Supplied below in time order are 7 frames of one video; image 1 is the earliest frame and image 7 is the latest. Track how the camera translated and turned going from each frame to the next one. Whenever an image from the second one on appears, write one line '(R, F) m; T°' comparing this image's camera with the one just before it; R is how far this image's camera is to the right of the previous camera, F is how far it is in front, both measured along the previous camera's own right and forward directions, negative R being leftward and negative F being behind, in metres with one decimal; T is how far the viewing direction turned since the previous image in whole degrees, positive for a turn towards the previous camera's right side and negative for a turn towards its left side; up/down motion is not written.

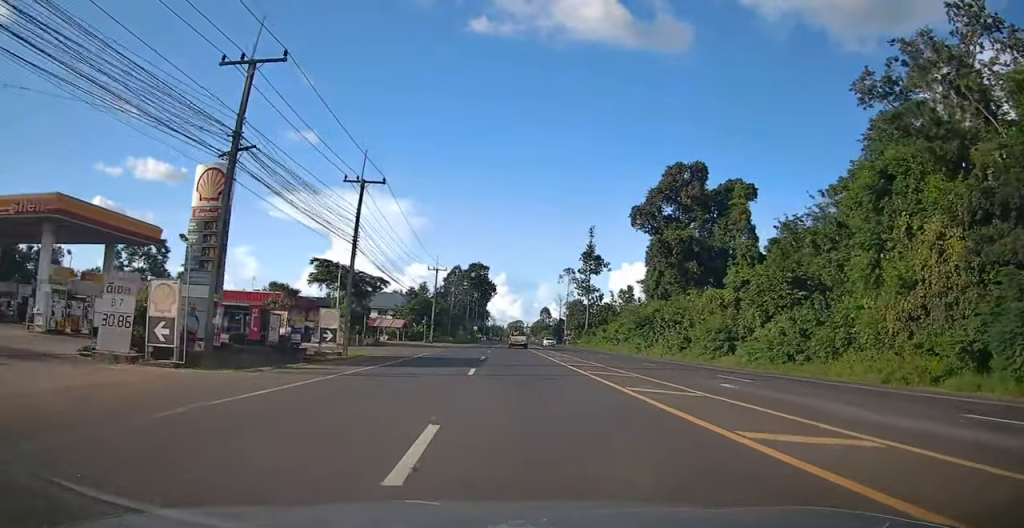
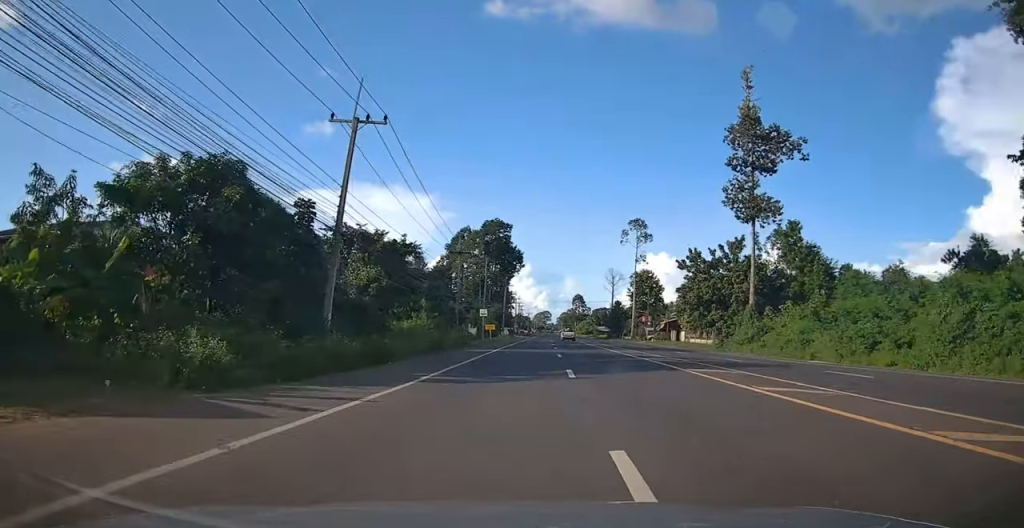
(-3.3, +74.2) m; -1°
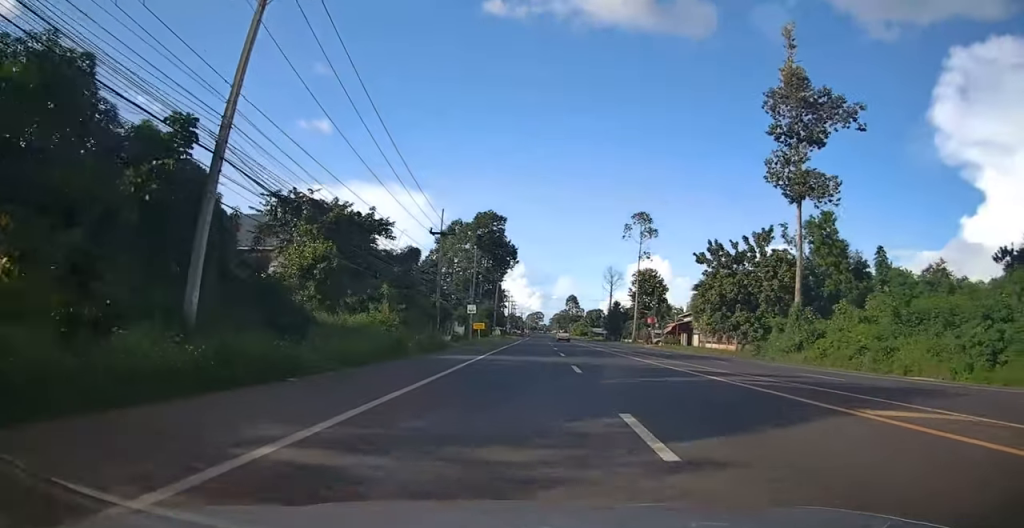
(+0.3, +9.5) m; +1°
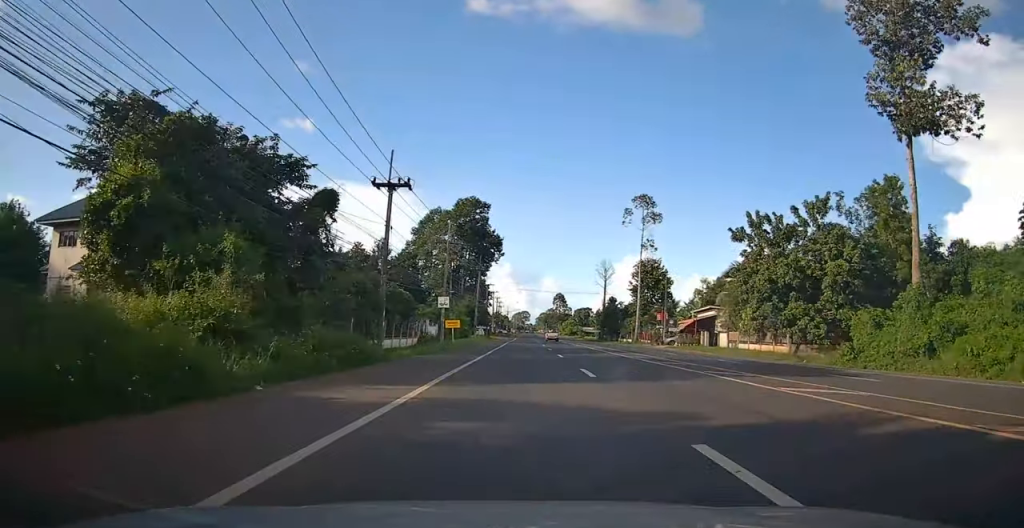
(+0.2, +14.5) m; +1°
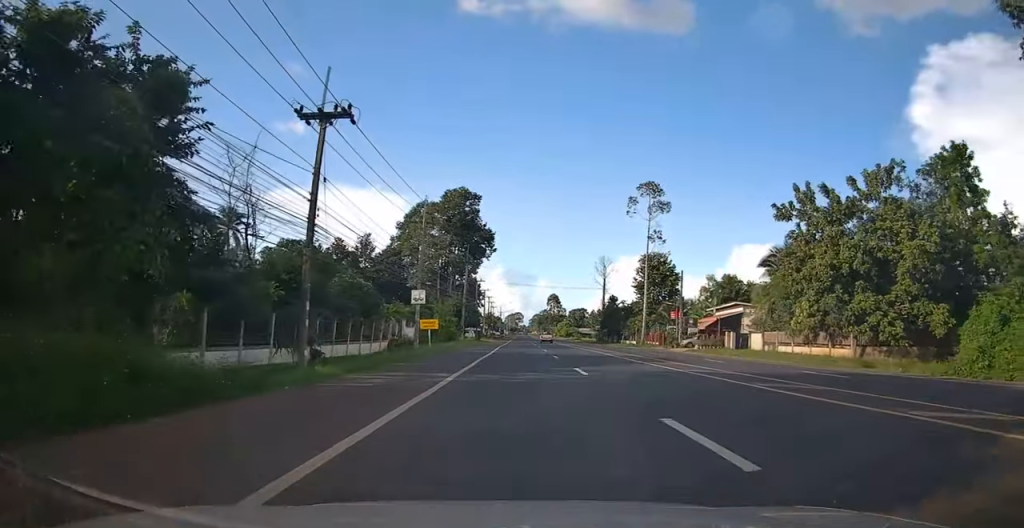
(0.0, +10.1) m; 0°
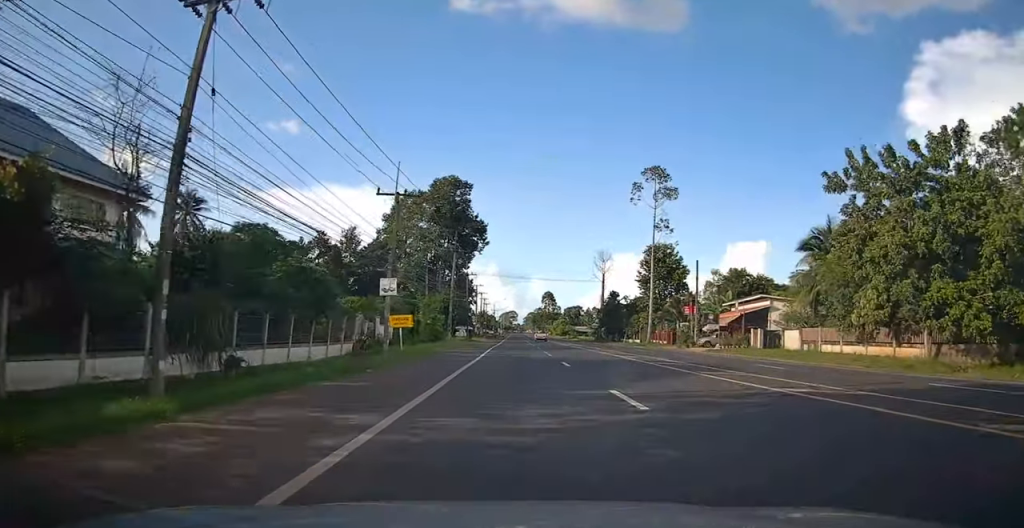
(0.0, +8.0) m; 0°
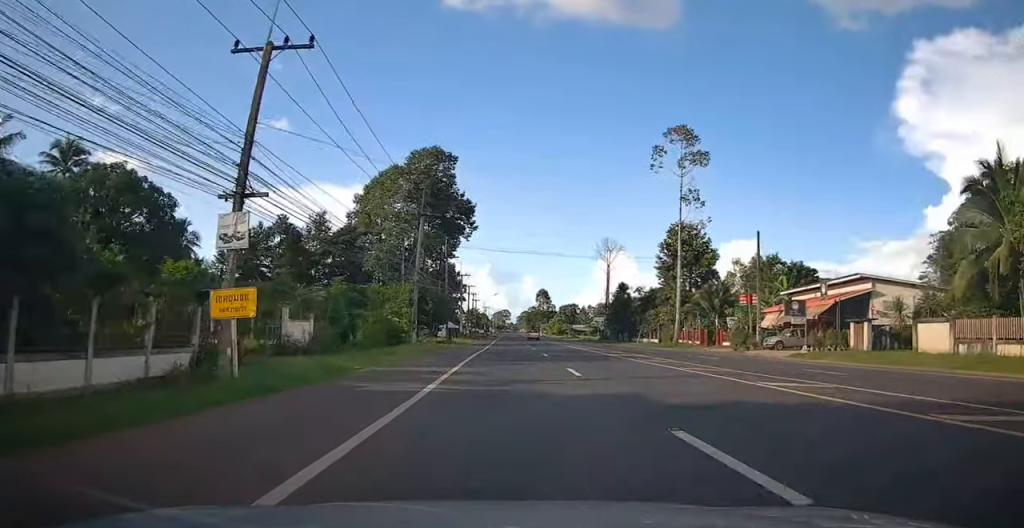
(0.0, +17.5) m; 0°
